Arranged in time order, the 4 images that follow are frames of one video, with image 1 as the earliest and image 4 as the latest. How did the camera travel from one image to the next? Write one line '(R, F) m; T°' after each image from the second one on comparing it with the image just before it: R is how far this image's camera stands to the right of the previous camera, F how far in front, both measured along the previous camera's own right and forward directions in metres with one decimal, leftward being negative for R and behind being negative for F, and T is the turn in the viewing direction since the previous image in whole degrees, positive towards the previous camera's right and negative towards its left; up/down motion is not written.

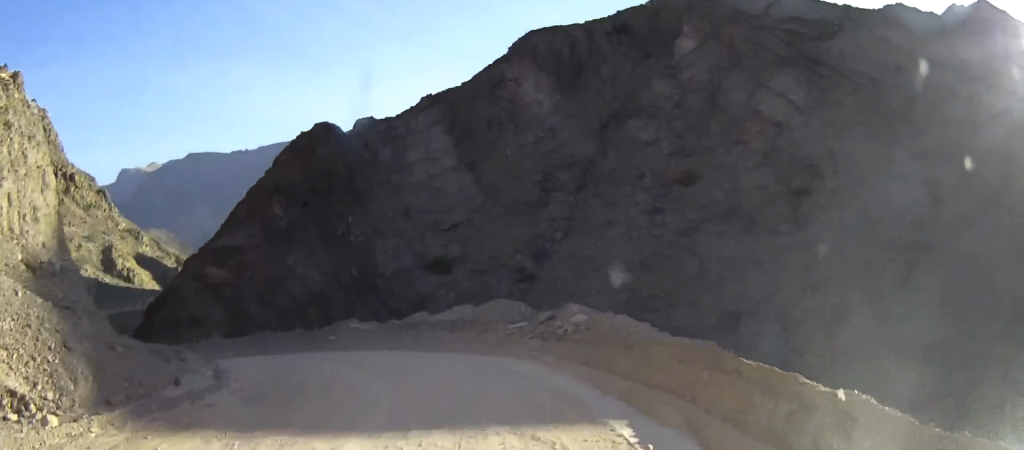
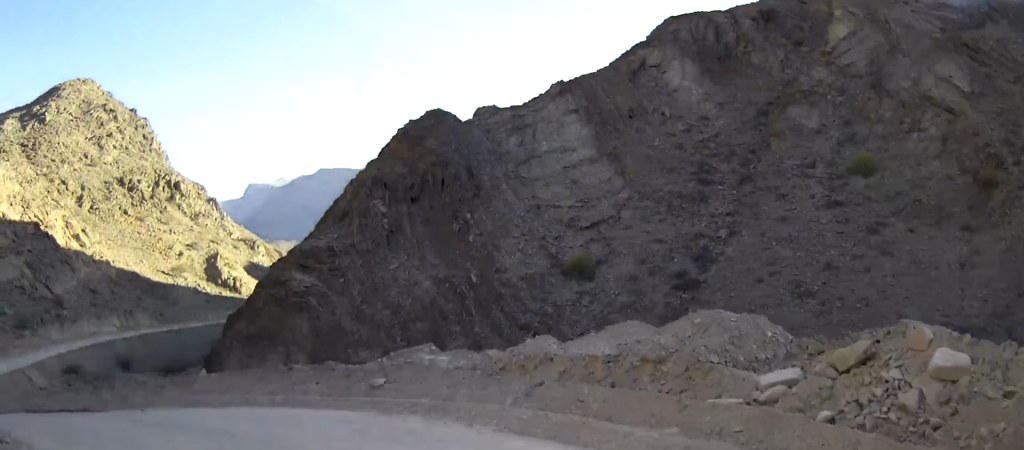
(-0.5, +13.2) m; -12°
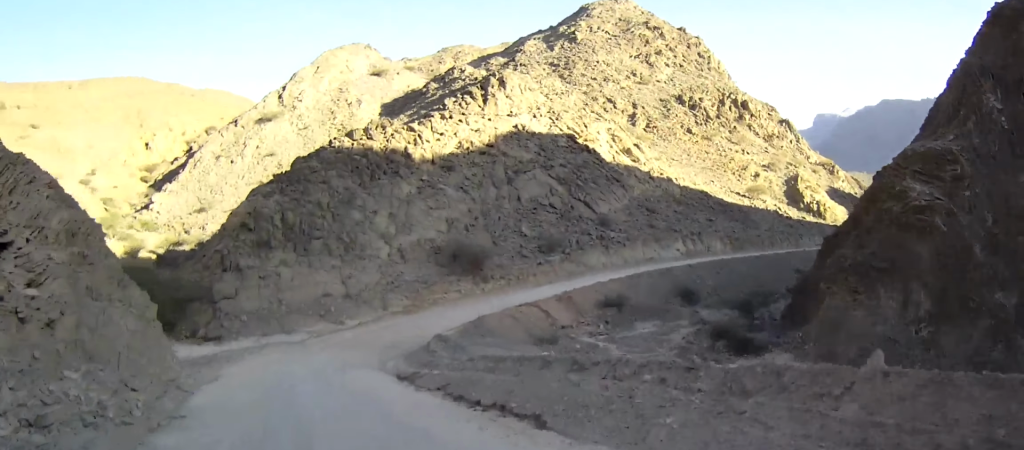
(-4.8, +12.5) m; -42°
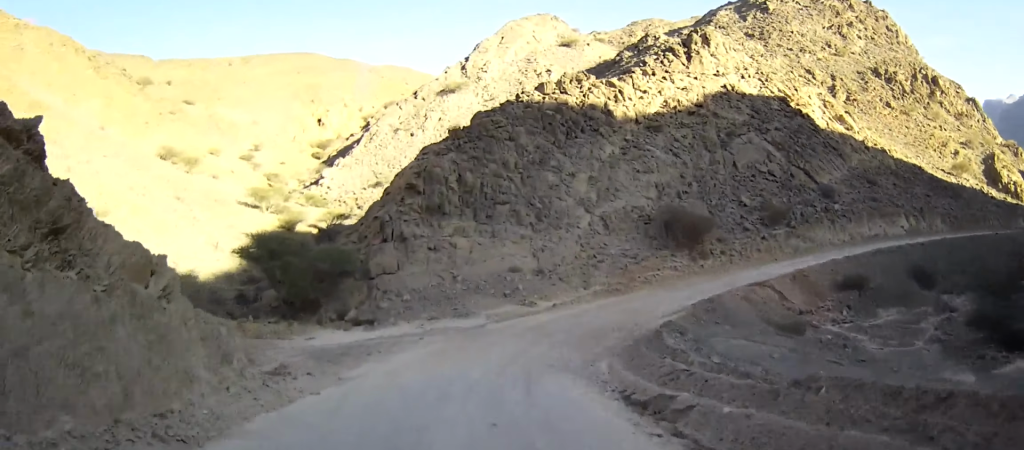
(-1.3, +8.8) m; -15°
